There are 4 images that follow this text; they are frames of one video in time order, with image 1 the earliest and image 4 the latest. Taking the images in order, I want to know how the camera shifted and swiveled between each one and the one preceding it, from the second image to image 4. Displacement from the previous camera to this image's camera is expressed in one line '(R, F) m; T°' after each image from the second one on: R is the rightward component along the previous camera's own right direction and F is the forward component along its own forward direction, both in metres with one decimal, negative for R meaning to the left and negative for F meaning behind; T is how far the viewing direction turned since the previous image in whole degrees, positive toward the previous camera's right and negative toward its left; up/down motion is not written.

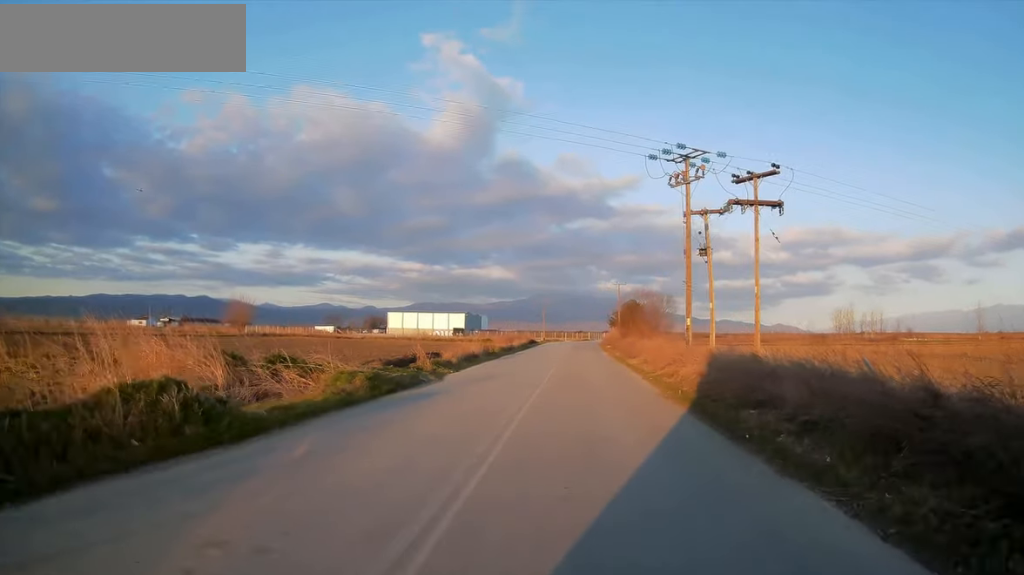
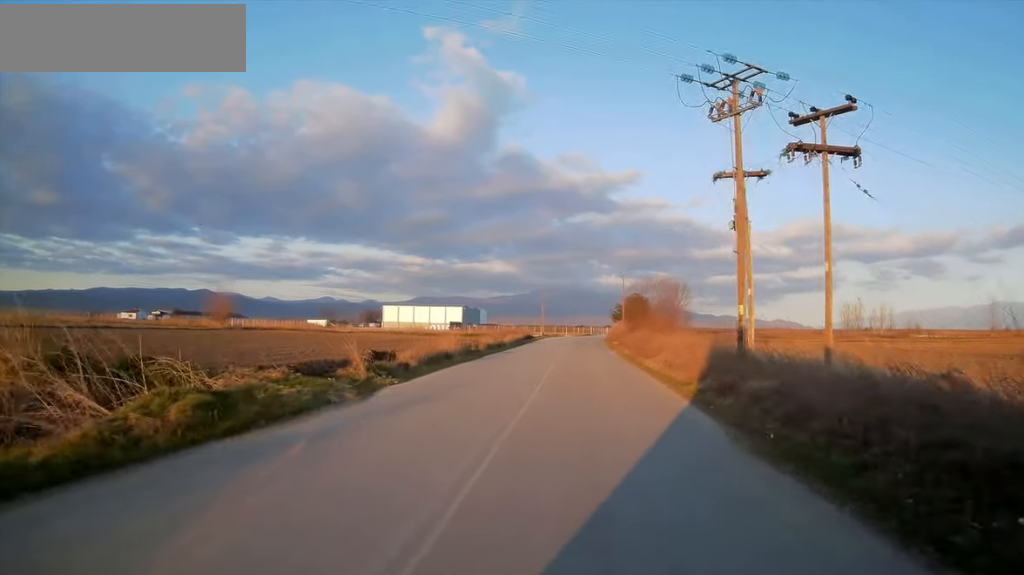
(+0.2, +8.4) m; +1°
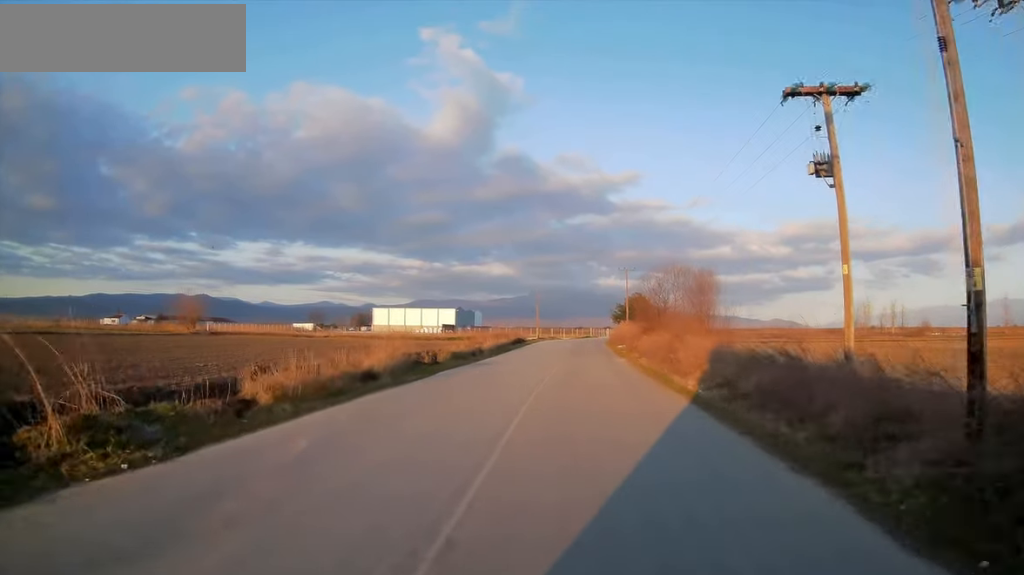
(+0.1, +11.4) m; 0°
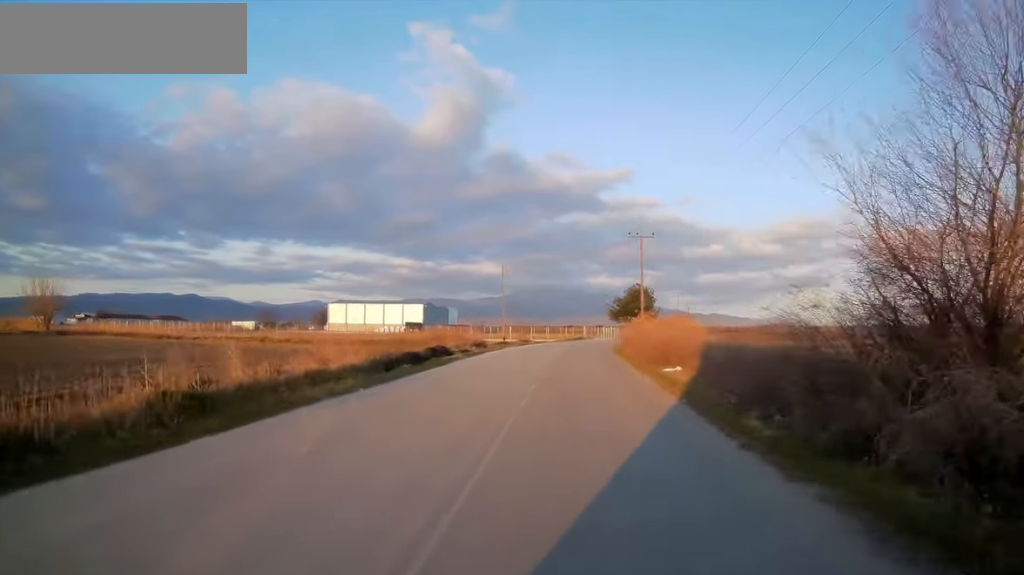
(-0.2, +36.2) m; +2°
